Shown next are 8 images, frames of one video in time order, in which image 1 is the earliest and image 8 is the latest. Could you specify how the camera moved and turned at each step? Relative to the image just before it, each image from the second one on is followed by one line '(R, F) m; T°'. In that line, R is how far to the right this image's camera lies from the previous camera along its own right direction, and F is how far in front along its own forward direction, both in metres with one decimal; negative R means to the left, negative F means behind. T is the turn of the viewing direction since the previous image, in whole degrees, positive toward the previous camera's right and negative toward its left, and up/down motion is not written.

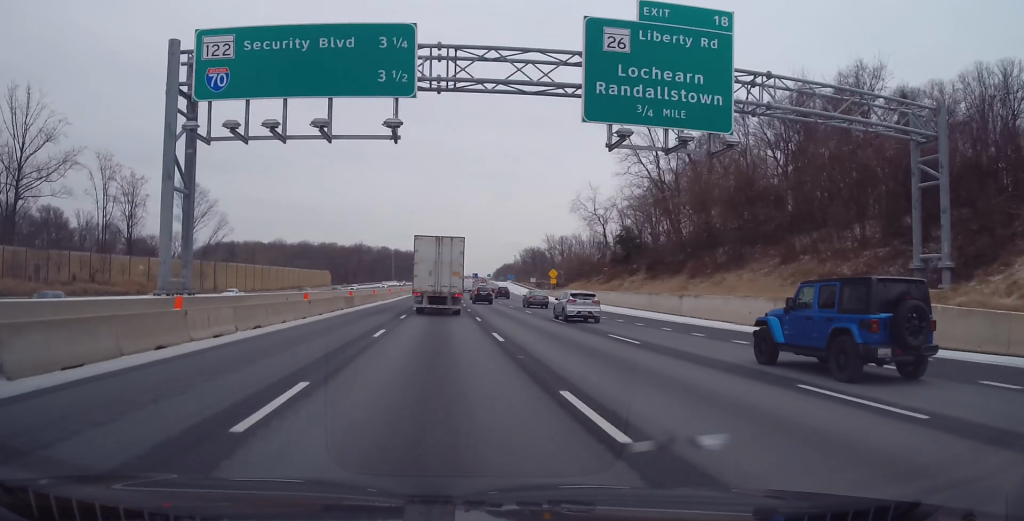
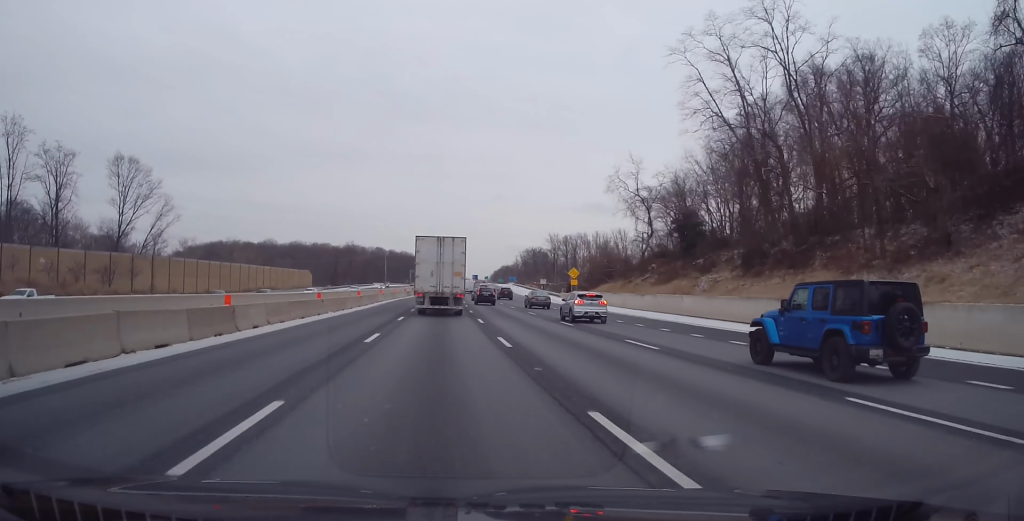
(+0.1, +25.1) m; +1°
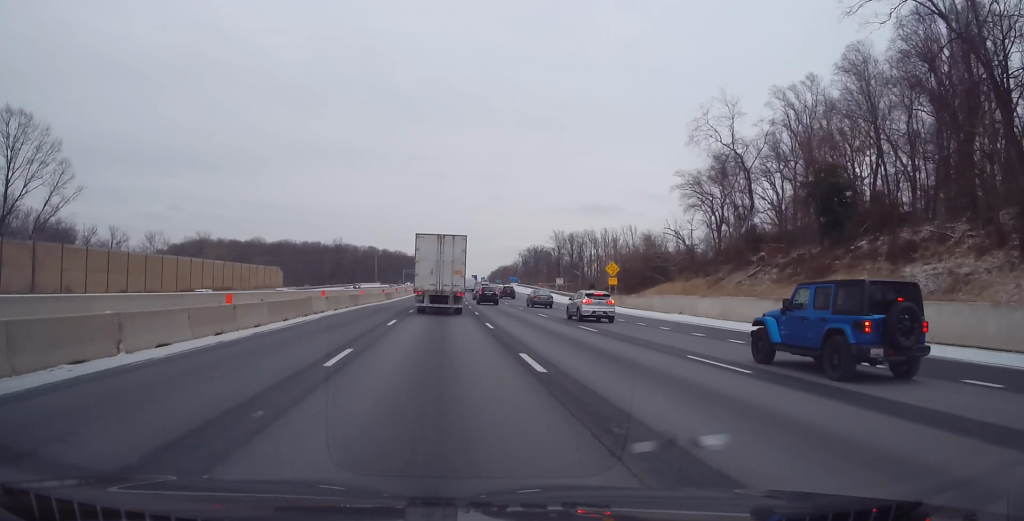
(0.0, +29.6) m; +1°
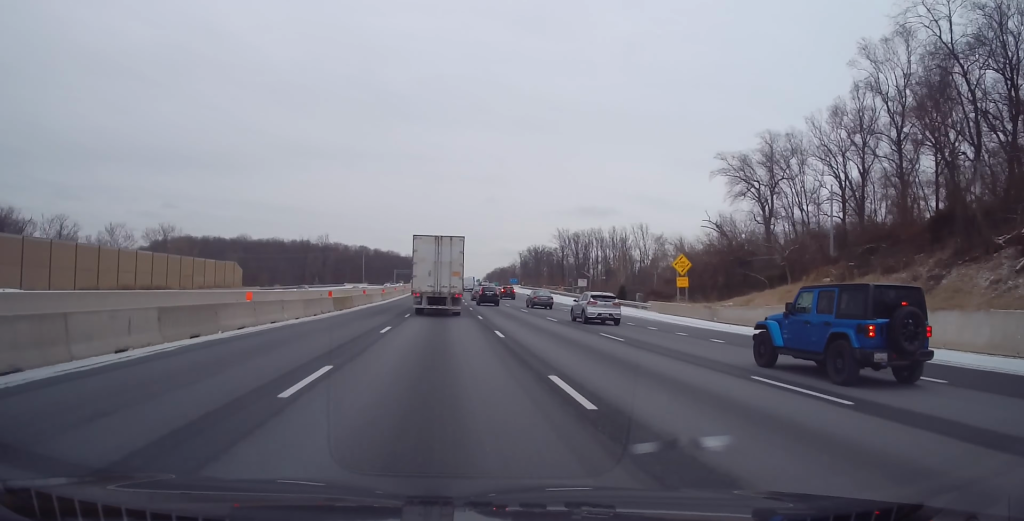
(+0.4, +27.3) m; +1°
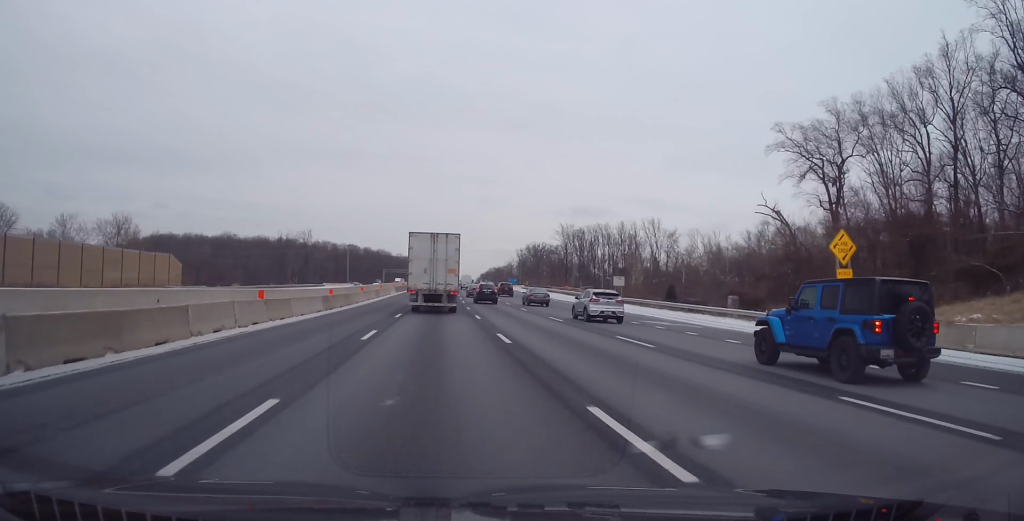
(+0.1, +27.4) m; 0°
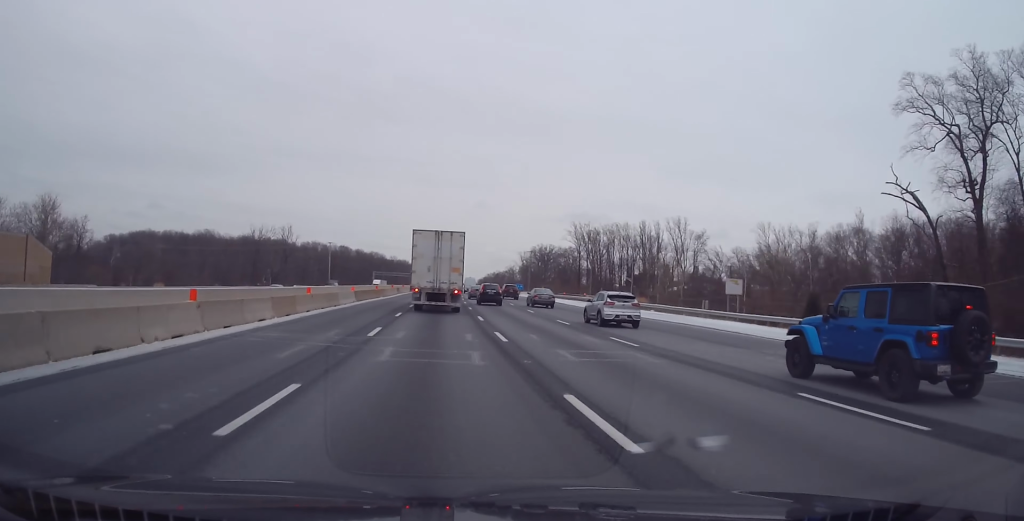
(0.0, +35.4) m; 0°
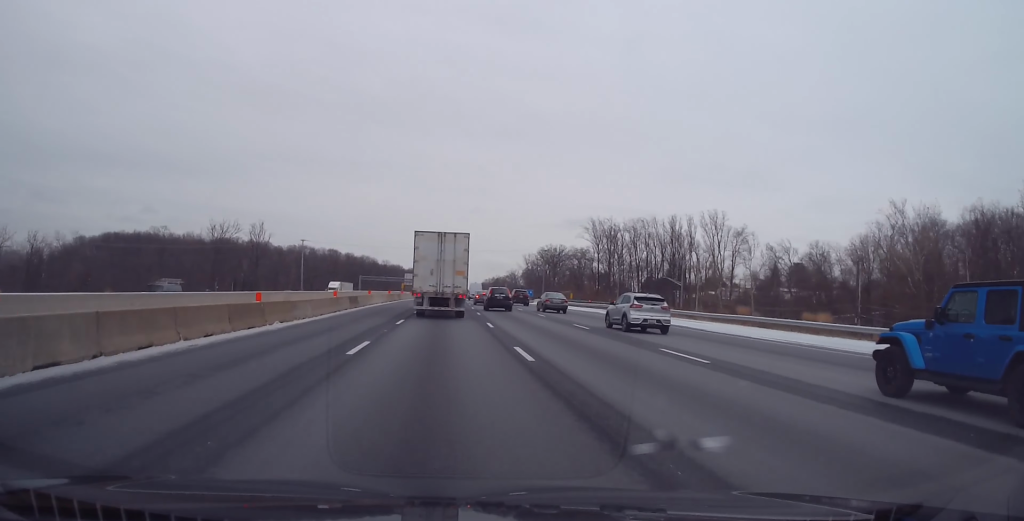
(+0.2, +38.1) m; +1°
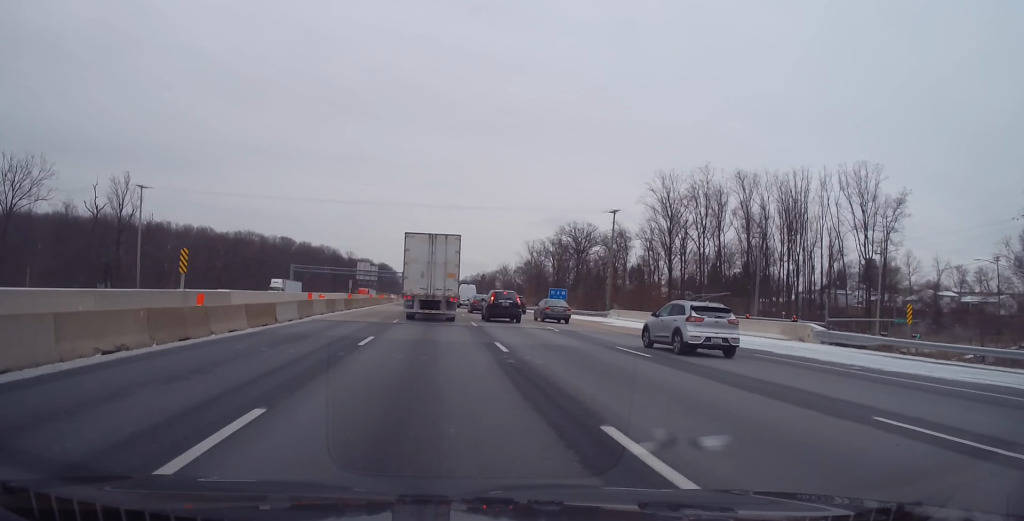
(+1.5, +92.1) m; +1°
